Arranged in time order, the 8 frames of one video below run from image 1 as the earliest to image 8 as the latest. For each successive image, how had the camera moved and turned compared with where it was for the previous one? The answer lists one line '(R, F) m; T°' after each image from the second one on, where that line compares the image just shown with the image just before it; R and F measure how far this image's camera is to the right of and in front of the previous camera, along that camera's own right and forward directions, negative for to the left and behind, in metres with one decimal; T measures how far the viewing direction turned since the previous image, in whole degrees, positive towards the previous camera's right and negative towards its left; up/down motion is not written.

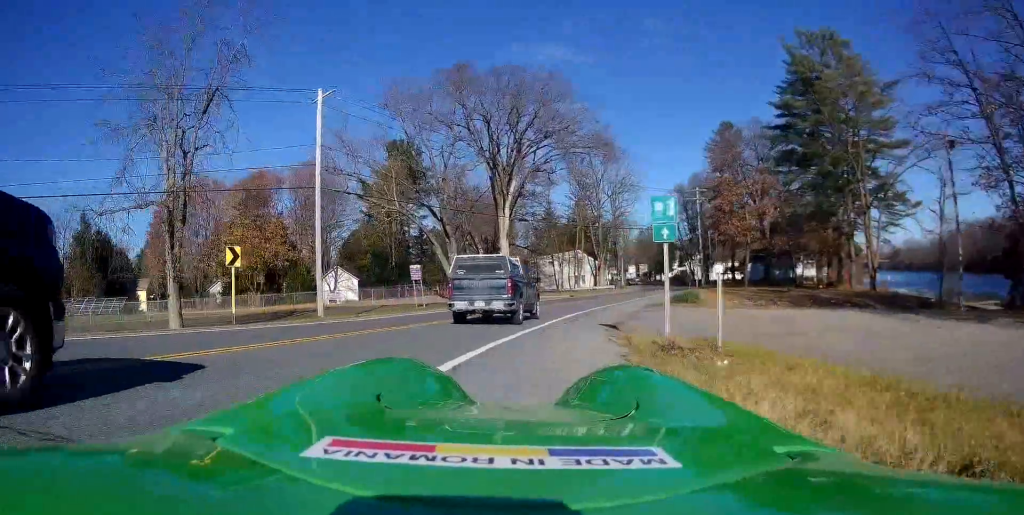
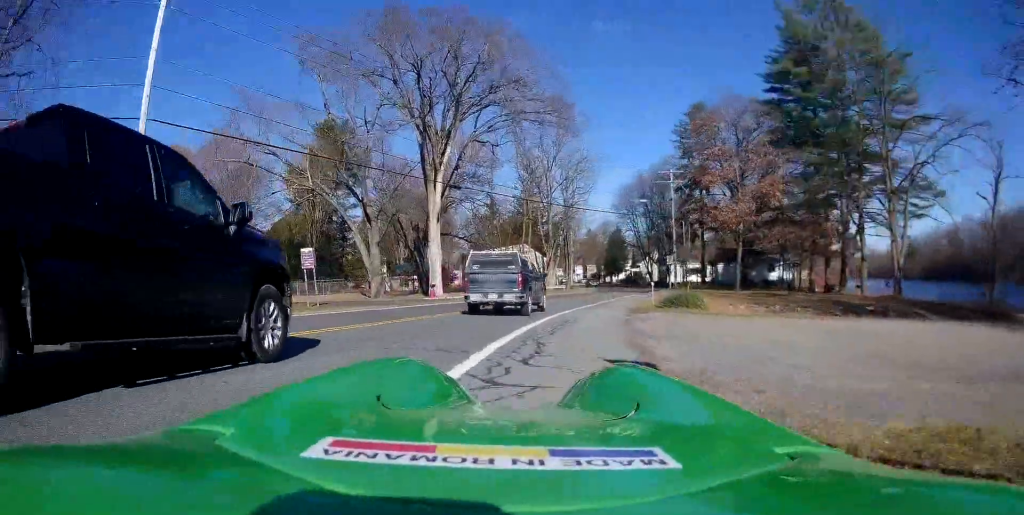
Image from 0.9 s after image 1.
(+0.4, +11.5) m; +5°
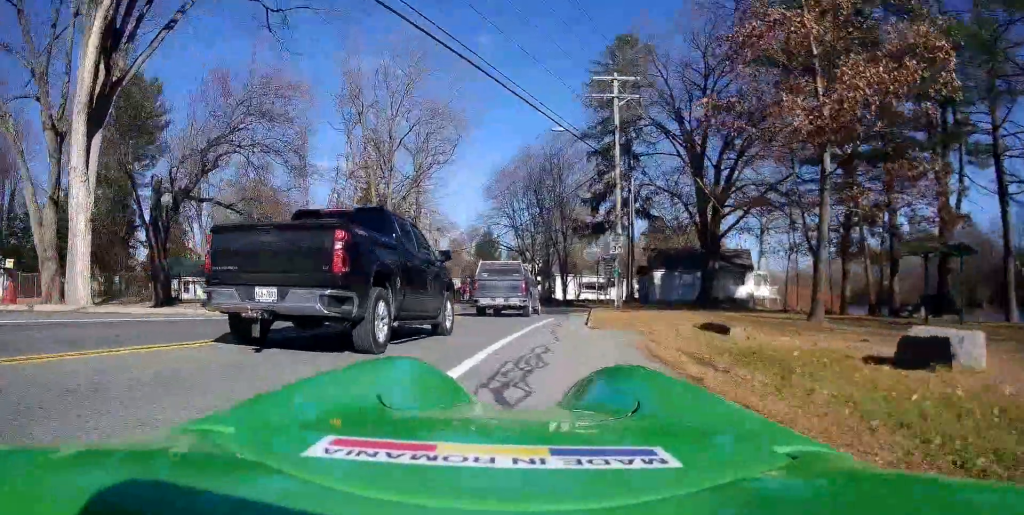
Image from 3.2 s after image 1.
(+3.5, +28.9) m; -3°
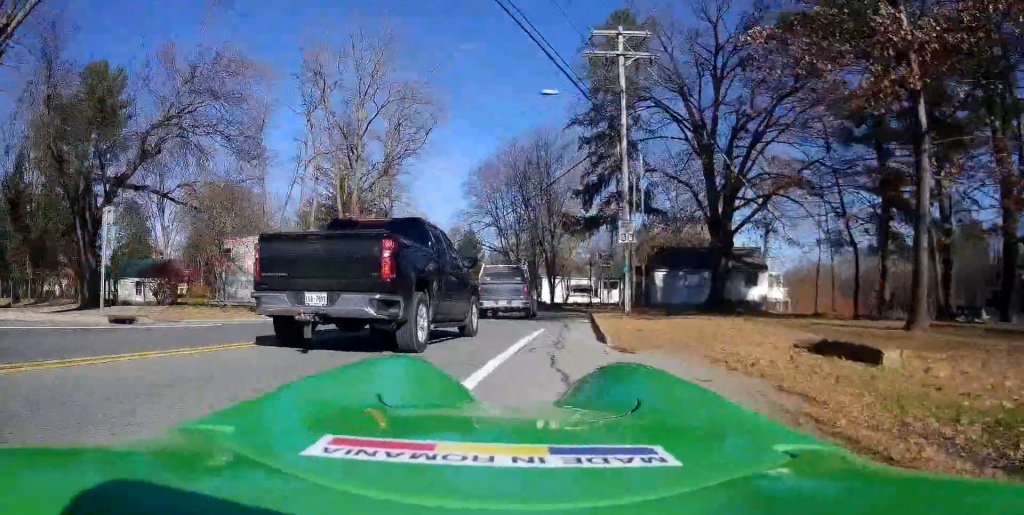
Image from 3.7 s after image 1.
(-1.2, +5.2) m; +7°
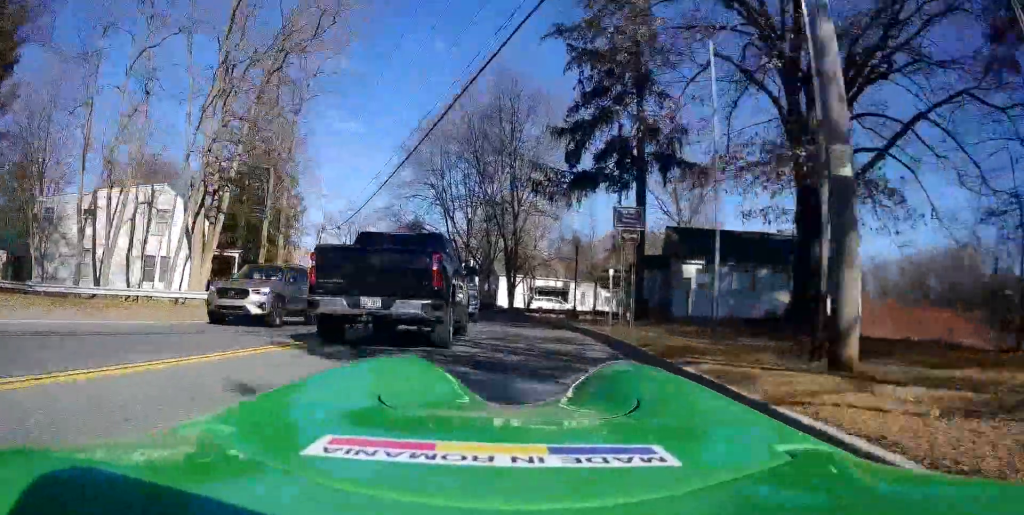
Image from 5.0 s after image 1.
(+4.0, +15.2) m; +21°
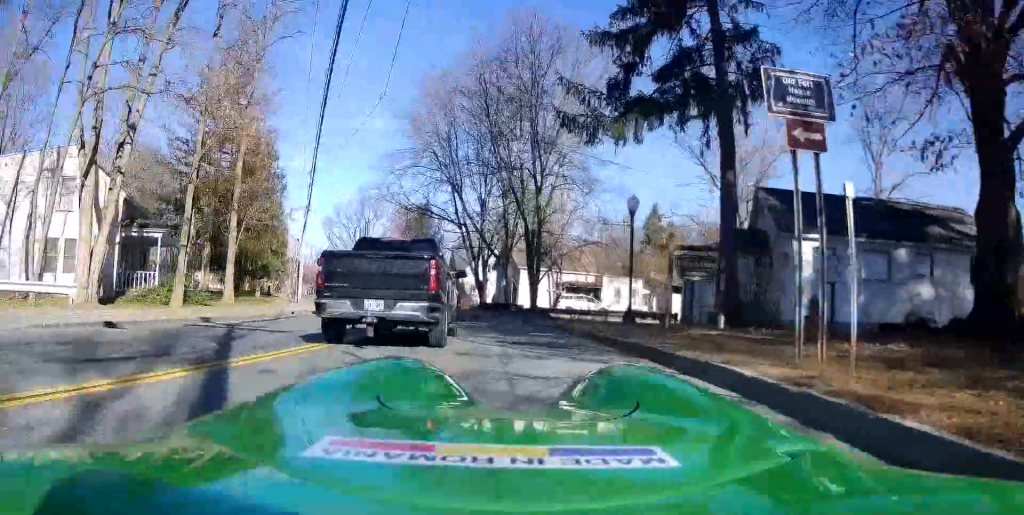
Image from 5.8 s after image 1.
(-0.6, +9.5) m; -6°
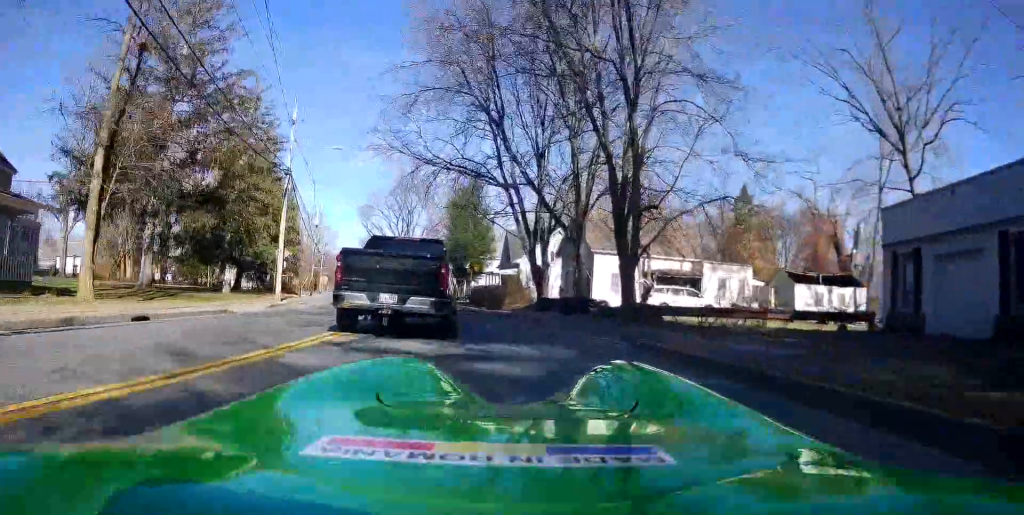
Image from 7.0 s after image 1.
(-2.1, +14.8) m; -10°
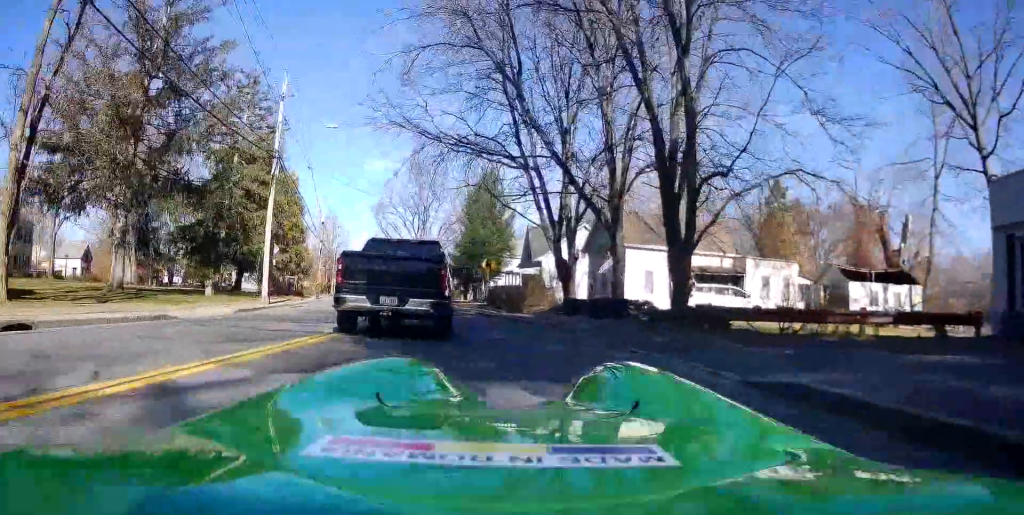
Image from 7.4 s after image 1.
(-0.1, +5.1) m; -2°
